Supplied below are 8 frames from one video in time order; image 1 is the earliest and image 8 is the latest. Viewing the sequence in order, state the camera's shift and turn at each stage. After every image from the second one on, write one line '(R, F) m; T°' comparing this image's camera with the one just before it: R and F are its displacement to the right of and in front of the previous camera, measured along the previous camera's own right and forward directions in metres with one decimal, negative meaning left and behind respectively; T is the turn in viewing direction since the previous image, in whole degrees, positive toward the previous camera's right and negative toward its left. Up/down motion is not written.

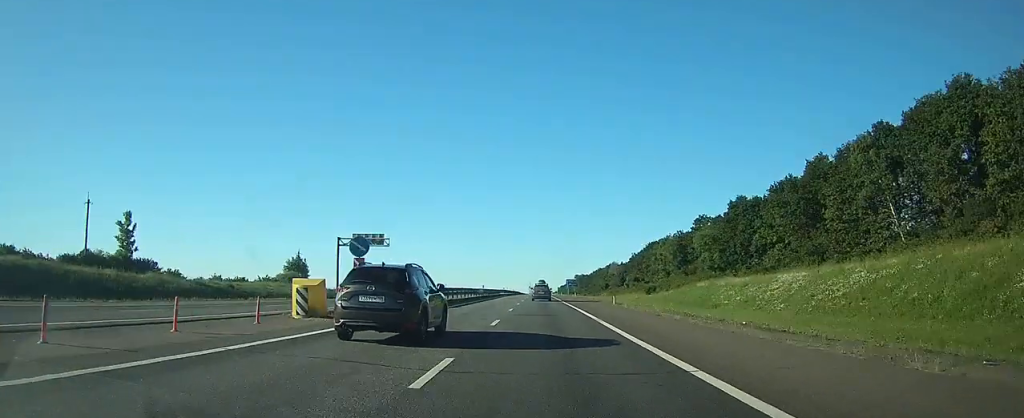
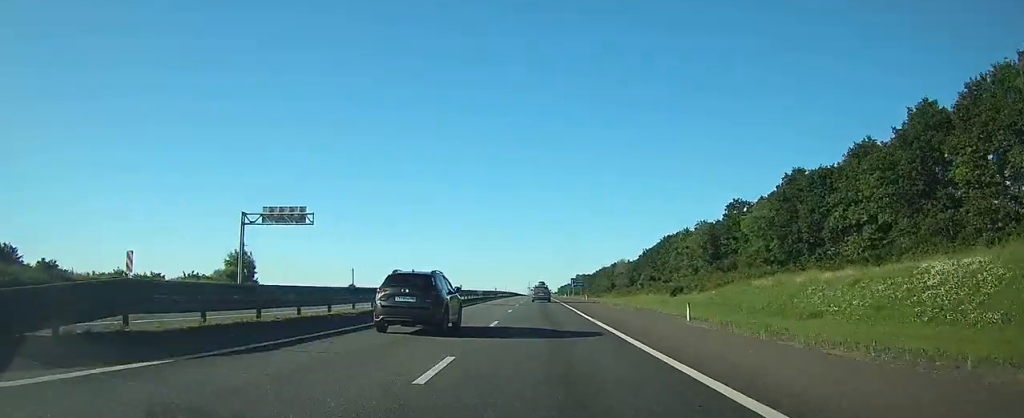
(0.0, +23.2) m; 0°
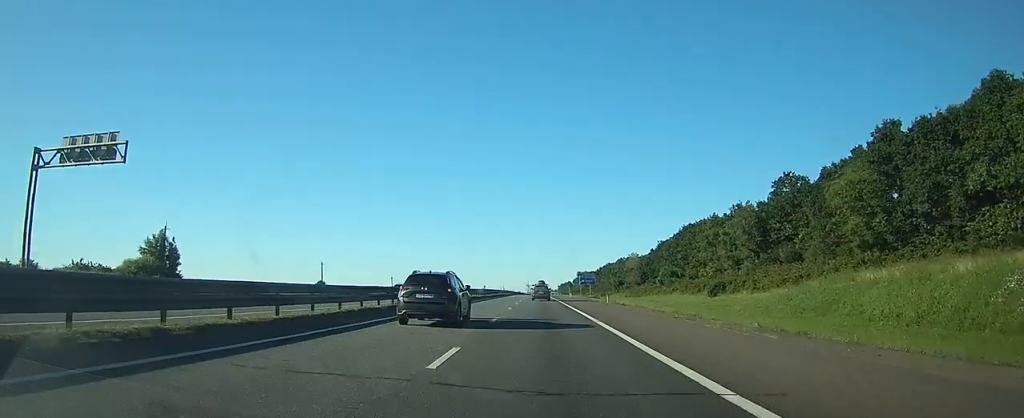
(0.0, +22.4) m; 0°
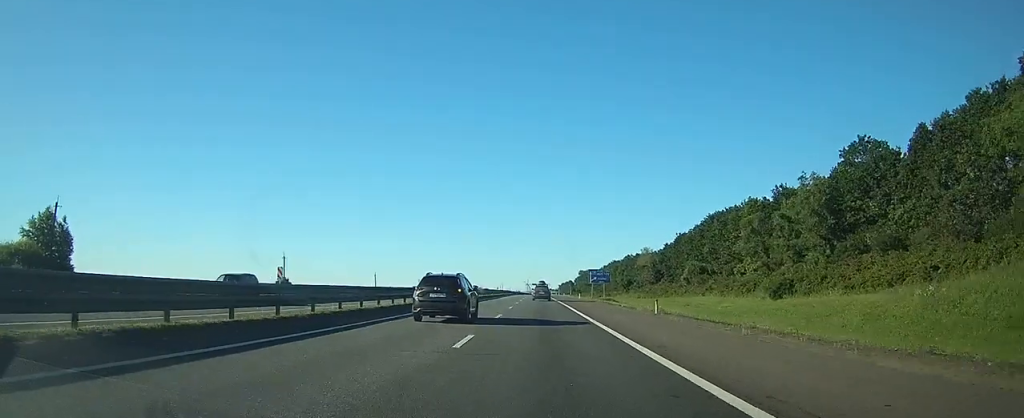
(0.0, +20.6) m; 0°
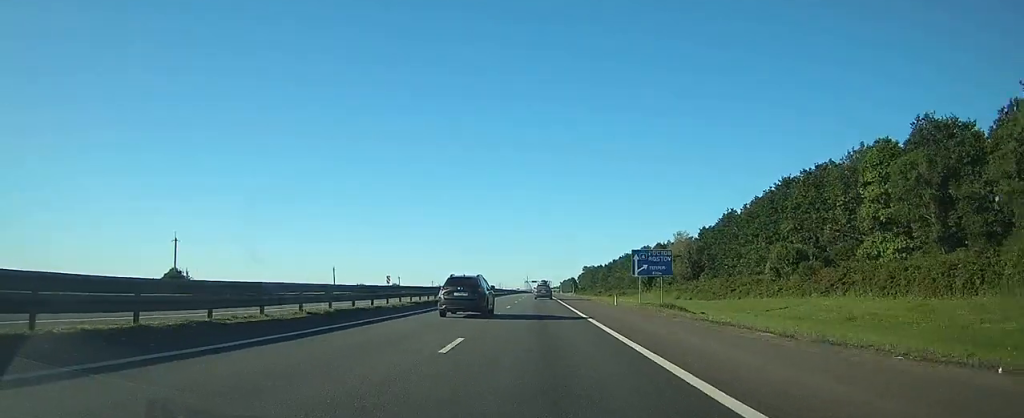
(-0.2, +36.6) m; 0°
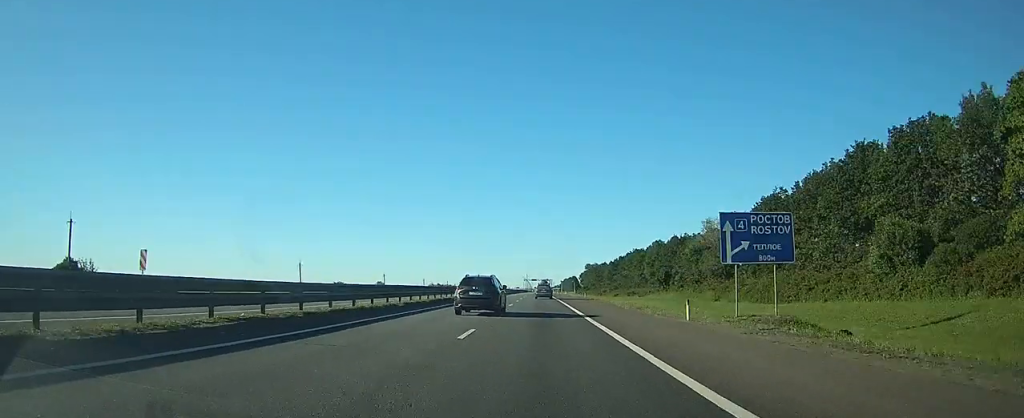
(0.0, +20.7) m; 0°
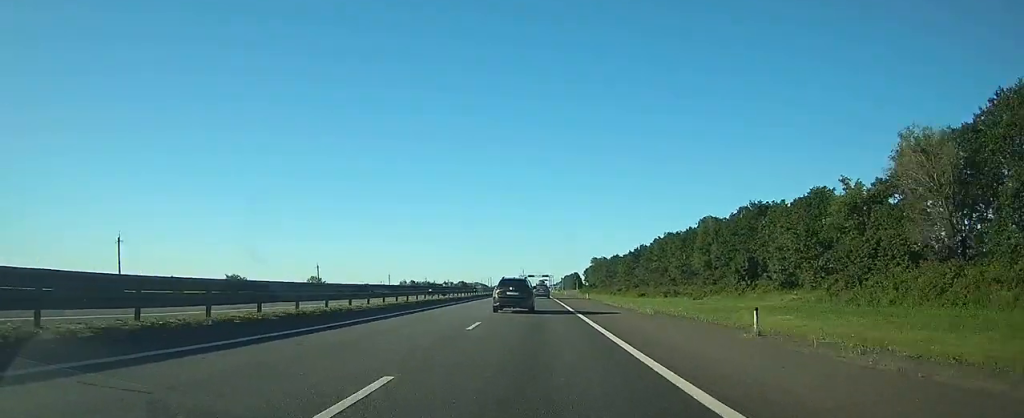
(+0.2, +56.3) m; 0°
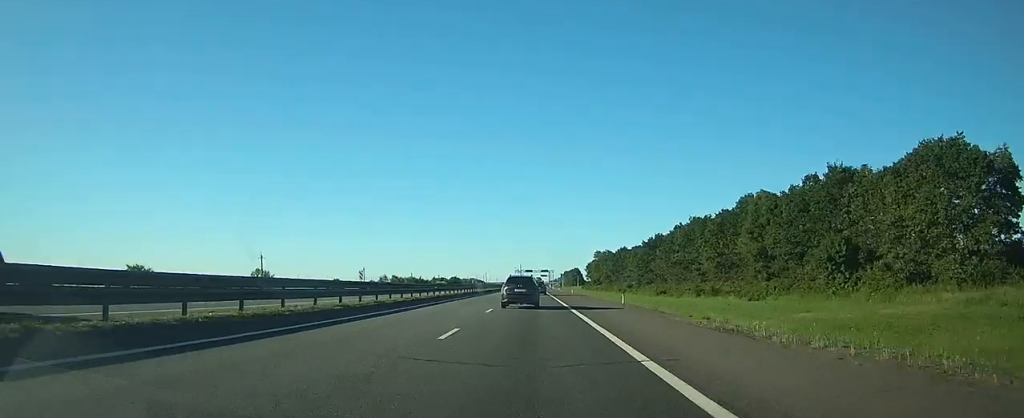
(0.0, +27.8) m; 0°
